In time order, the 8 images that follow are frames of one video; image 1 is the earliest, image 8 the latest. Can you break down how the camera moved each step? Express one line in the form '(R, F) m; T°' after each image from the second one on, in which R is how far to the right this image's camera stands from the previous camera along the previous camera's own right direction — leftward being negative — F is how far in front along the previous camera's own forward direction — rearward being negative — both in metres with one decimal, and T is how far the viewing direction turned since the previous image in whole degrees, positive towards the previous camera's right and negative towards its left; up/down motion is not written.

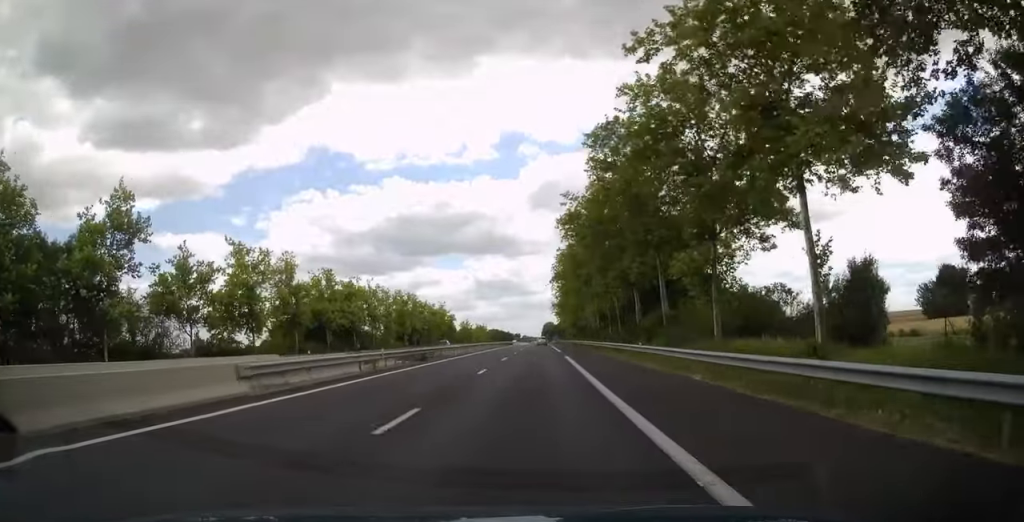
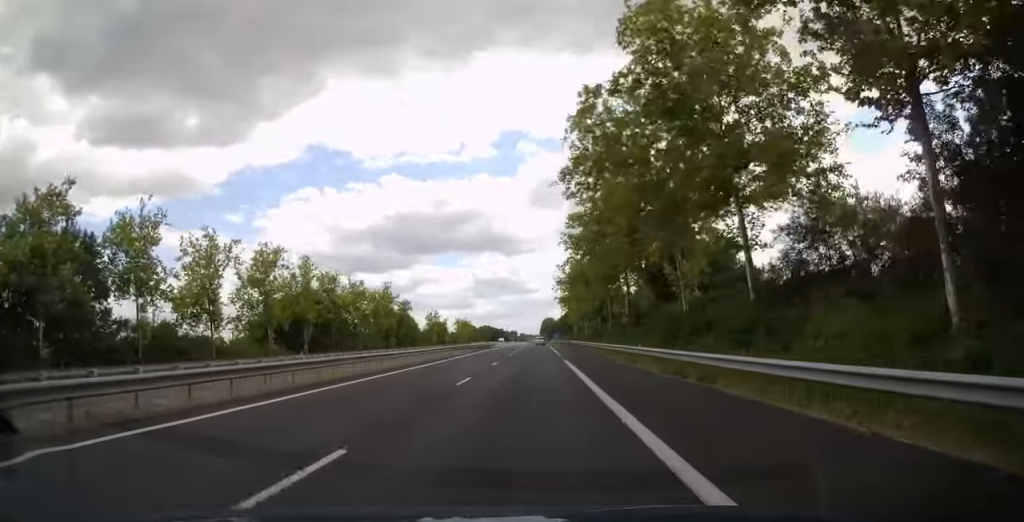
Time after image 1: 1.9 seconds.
(-0.2, +56.5) m; 0°
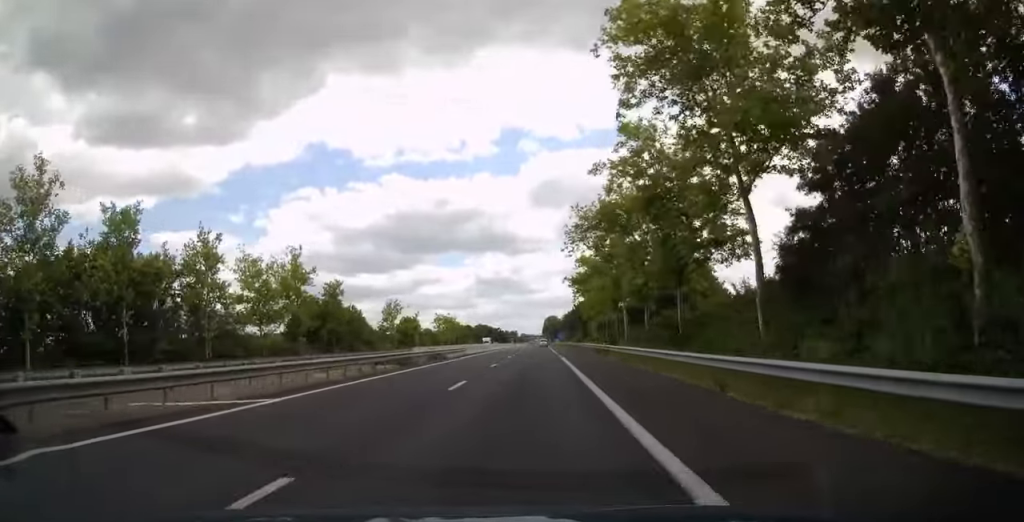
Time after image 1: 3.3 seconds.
(+0.1, +40.9) m; 0°
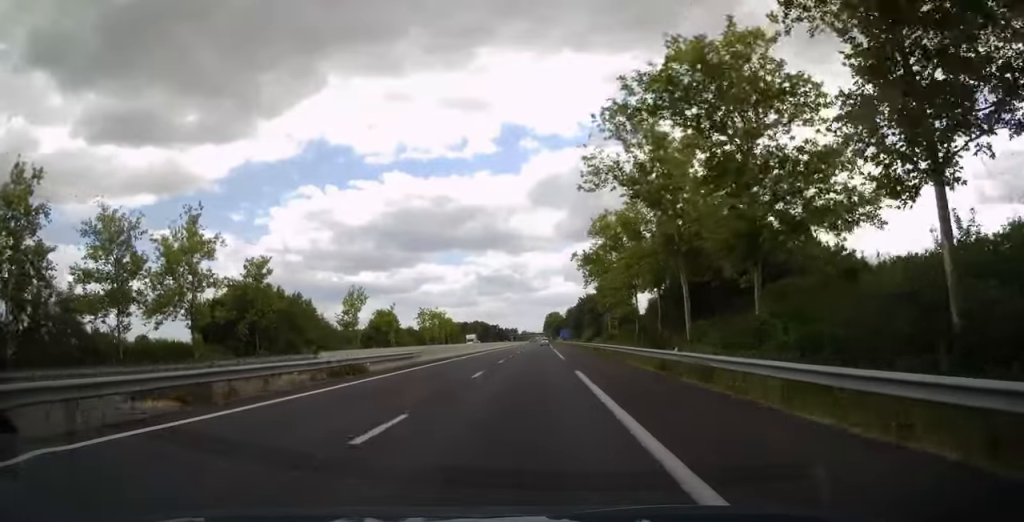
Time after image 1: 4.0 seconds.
(0.0, +21.1) m; 0°
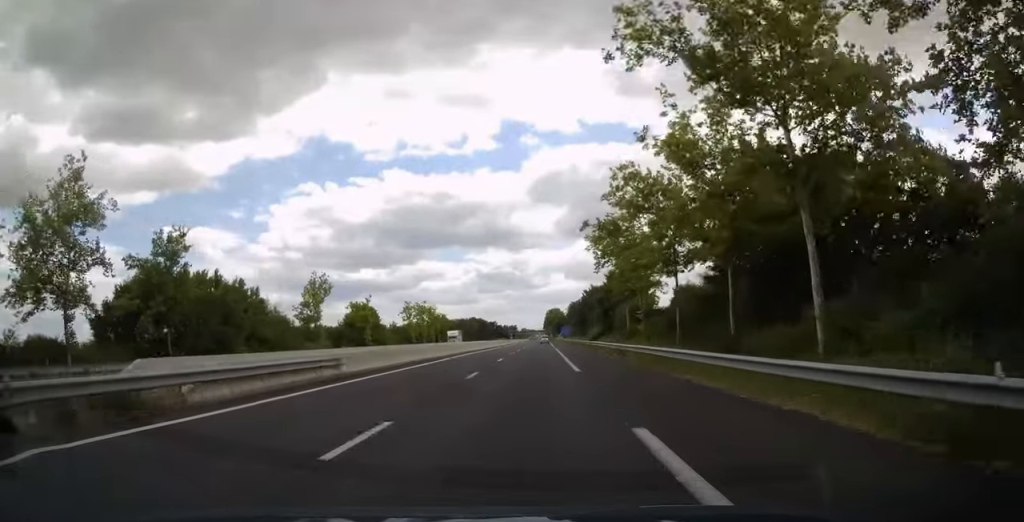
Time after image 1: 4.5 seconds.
(0.0, +14.3) m; 0°
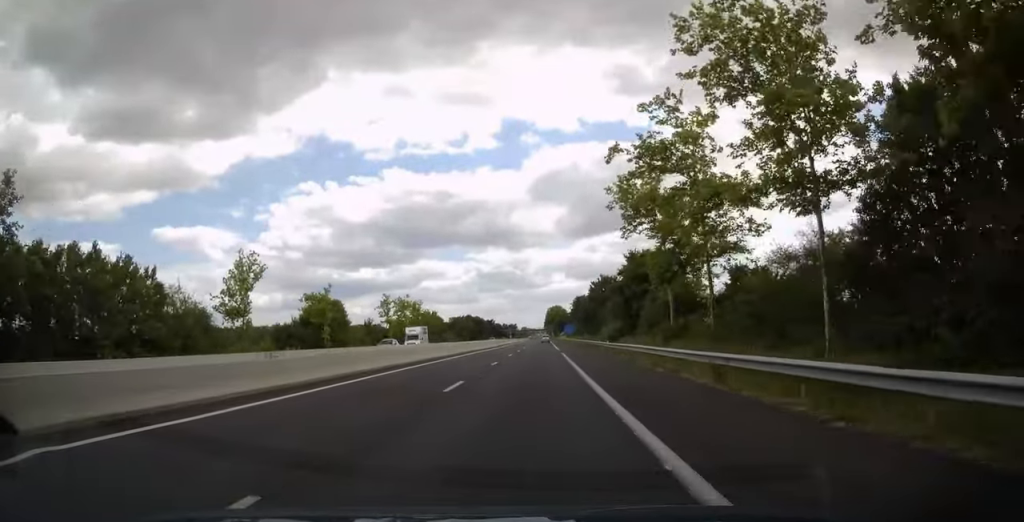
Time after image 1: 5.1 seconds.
(0.0, +17.7) m; 0°
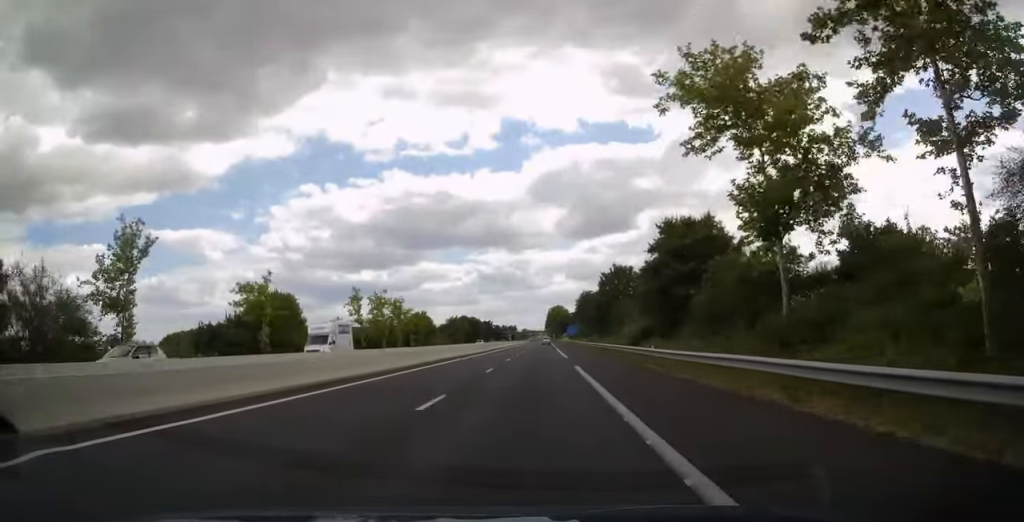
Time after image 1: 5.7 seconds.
(0.0, +16.7) m; 0°
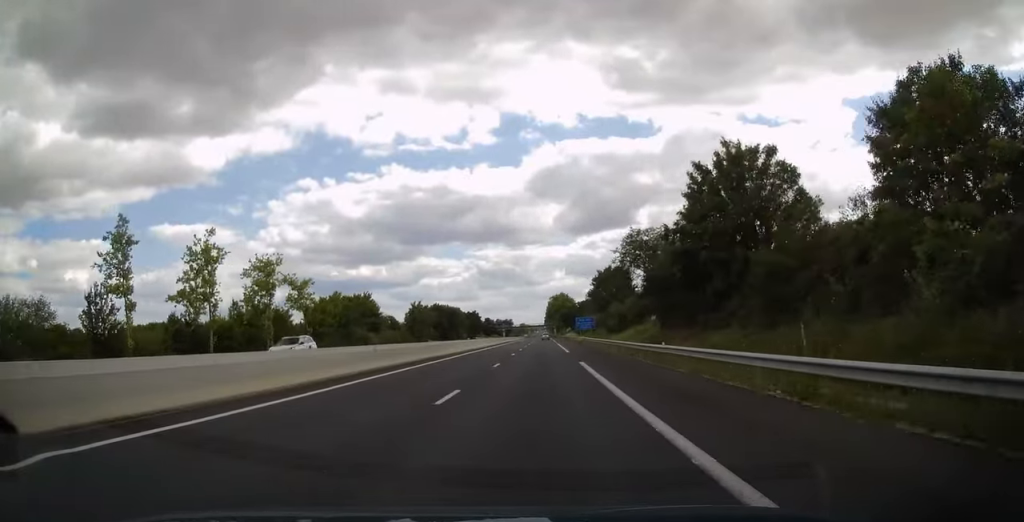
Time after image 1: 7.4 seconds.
(+0.2, +51.7) m; 0°
